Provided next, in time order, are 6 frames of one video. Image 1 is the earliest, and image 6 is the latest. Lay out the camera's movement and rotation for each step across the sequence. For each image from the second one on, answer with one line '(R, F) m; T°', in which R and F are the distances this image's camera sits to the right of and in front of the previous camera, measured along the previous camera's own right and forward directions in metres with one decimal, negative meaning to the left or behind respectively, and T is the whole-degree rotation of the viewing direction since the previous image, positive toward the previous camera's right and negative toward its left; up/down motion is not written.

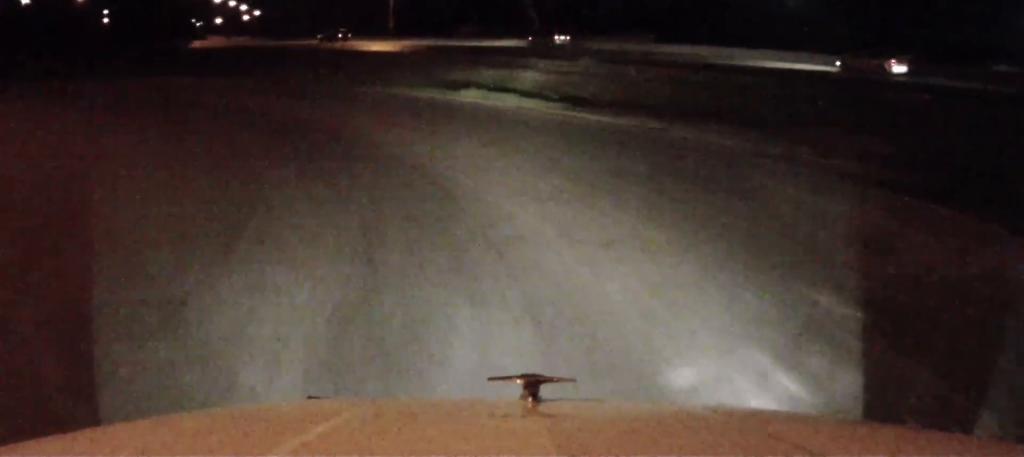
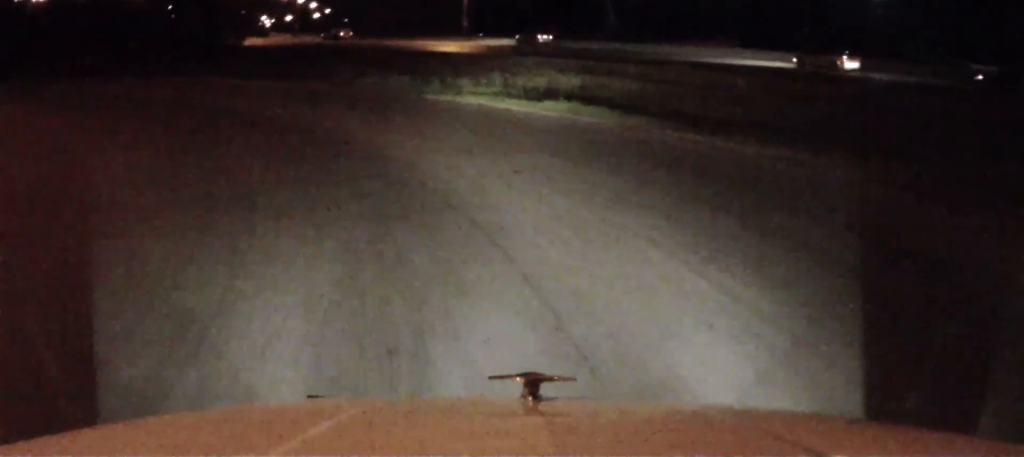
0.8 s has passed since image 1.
(-0.3, +6.2) m; -6°
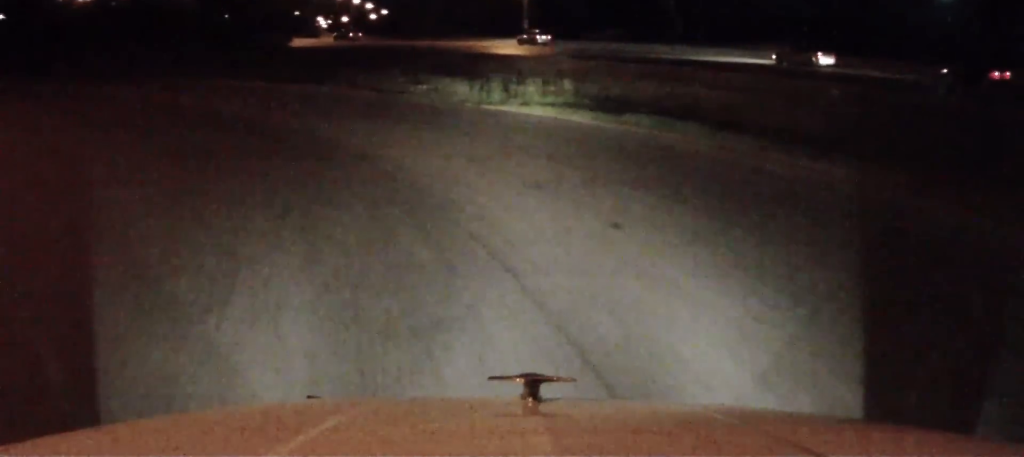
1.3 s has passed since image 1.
(-0.1, +4.5) m; -4°
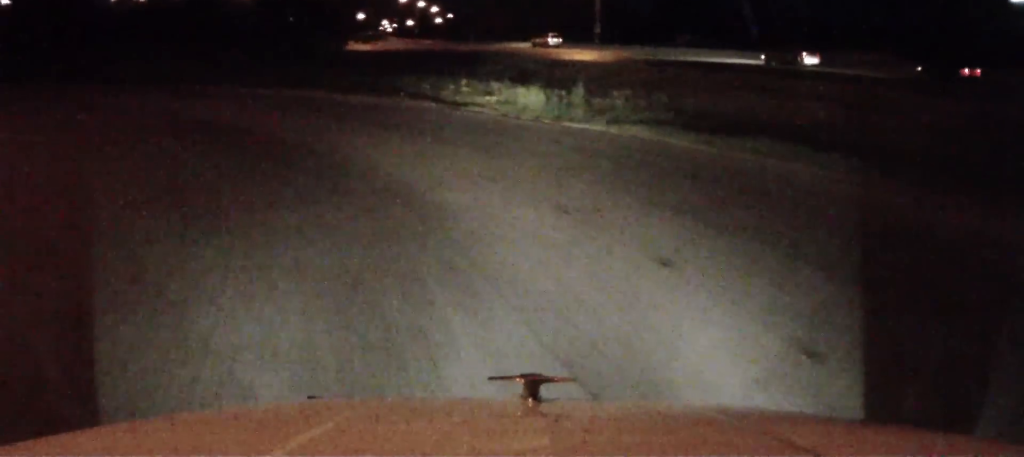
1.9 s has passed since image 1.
(-0.2, +4.8) m; -4°
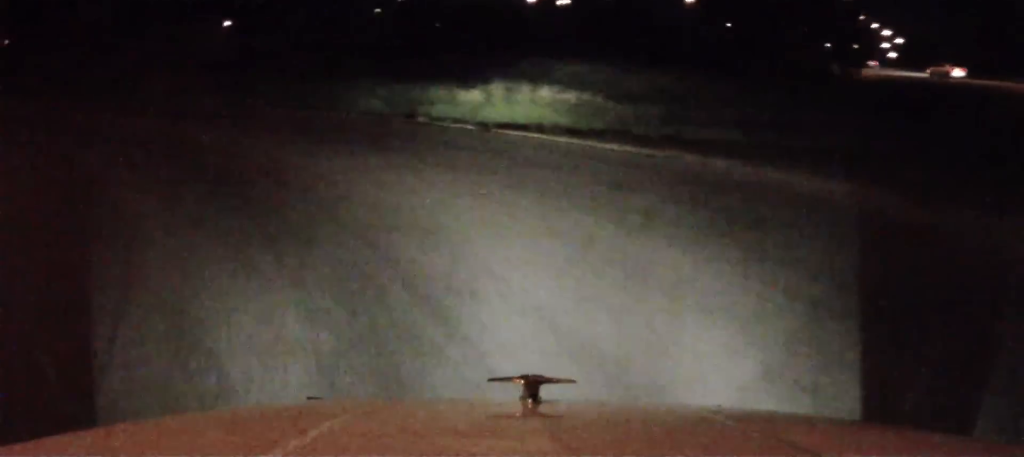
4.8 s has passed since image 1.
(-3.9, +22.6) m; -26°
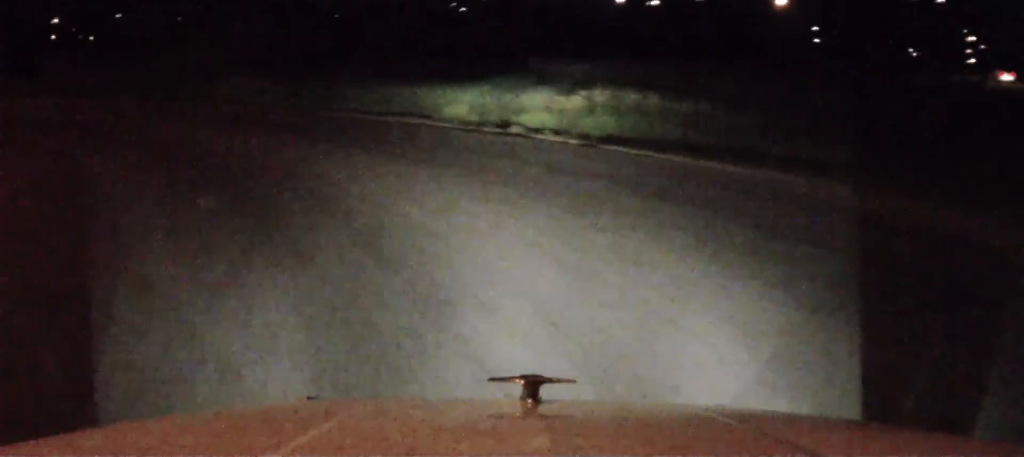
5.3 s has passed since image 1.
(0.0, +3.7) m; -10°
